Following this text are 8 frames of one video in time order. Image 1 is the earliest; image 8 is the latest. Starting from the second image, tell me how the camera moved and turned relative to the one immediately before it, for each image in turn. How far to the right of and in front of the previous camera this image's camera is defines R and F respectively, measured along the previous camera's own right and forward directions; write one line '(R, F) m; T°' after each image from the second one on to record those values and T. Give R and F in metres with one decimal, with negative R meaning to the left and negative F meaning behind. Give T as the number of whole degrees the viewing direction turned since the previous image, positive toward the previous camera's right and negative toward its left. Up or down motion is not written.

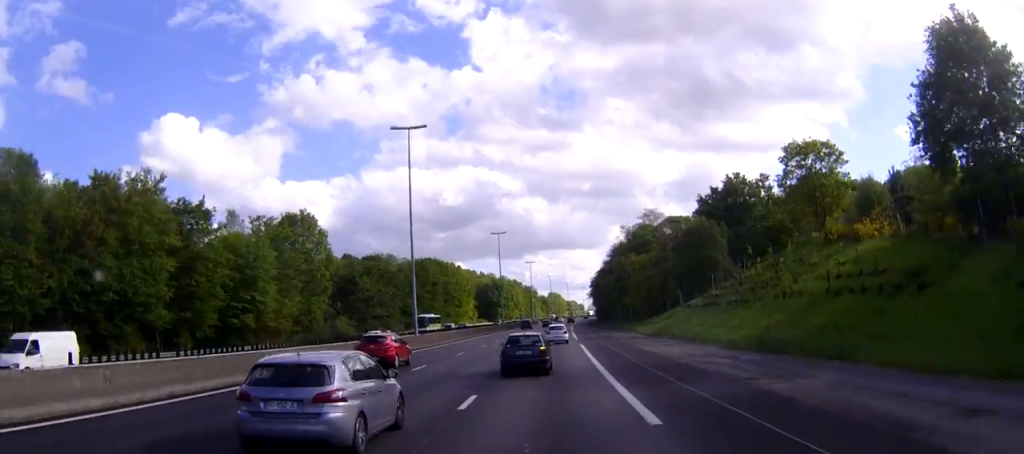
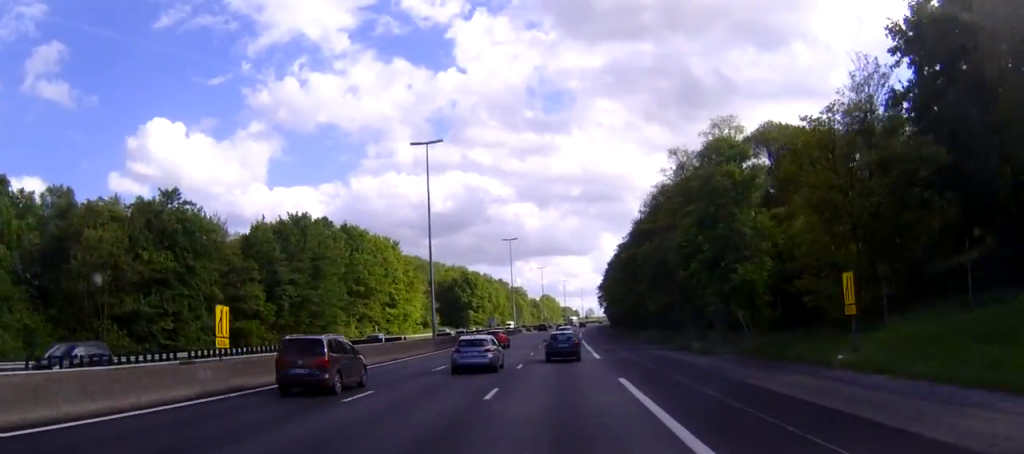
(+0.2, +74.8) m; +1°
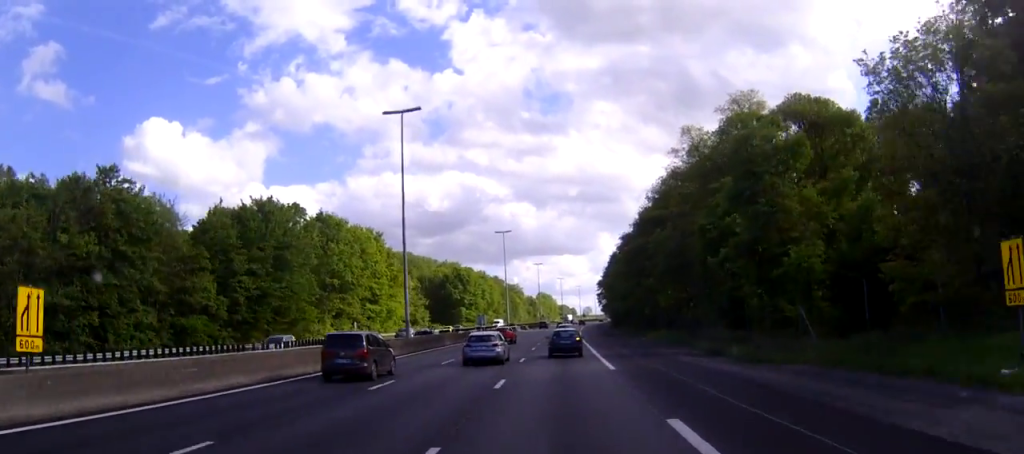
(0.0, +10.4) m; 0°
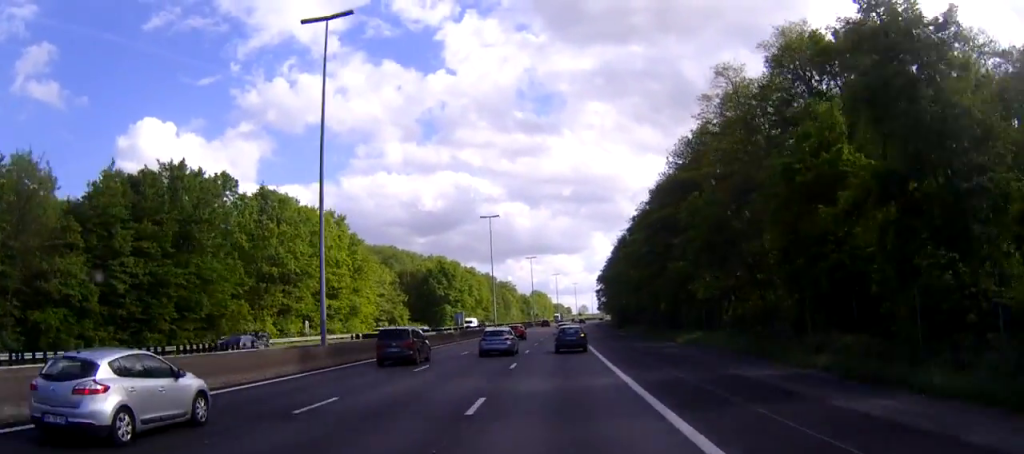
(+0.1, +19.0) m; 0°
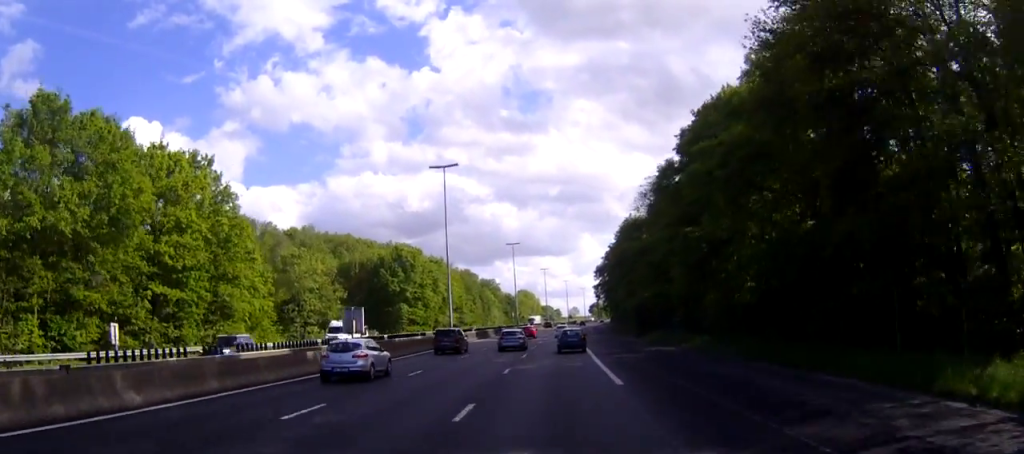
(+0.2, +38.5) m; 0°
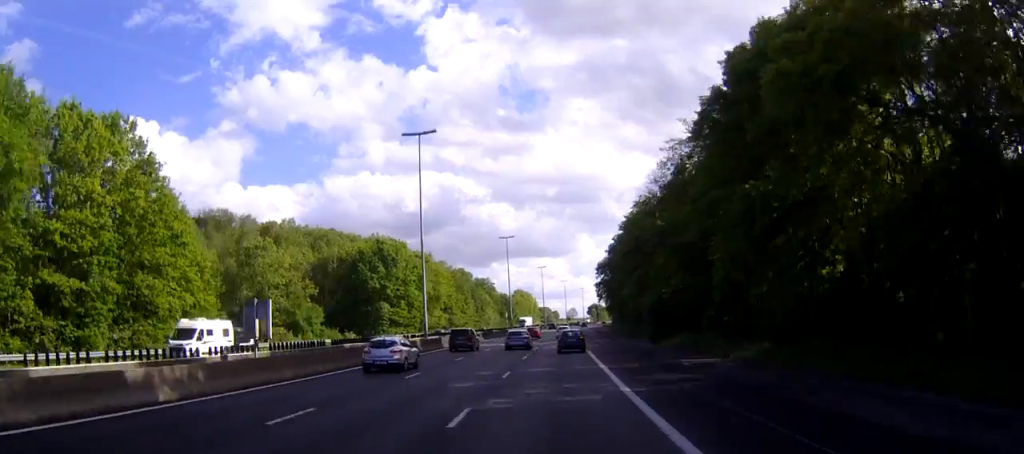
(0.0, +13.6) m; 0°
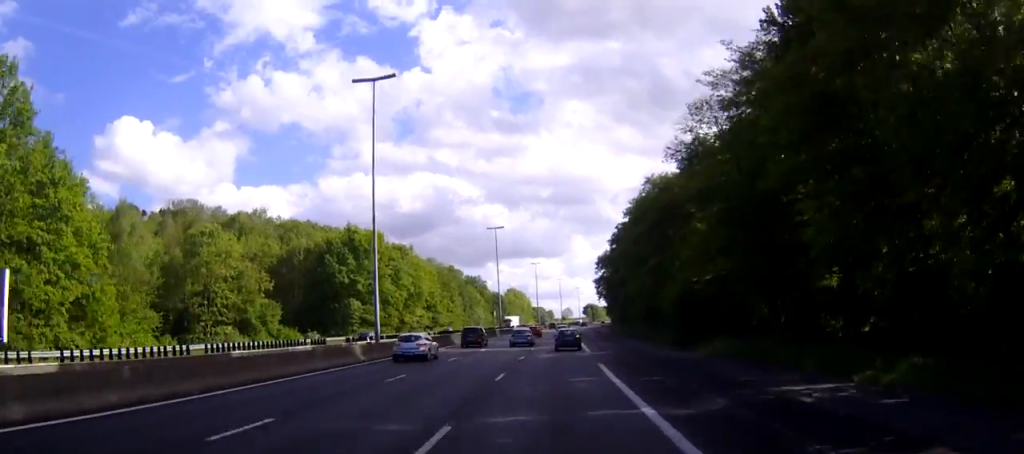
(0.0, +15.3) m; 0°
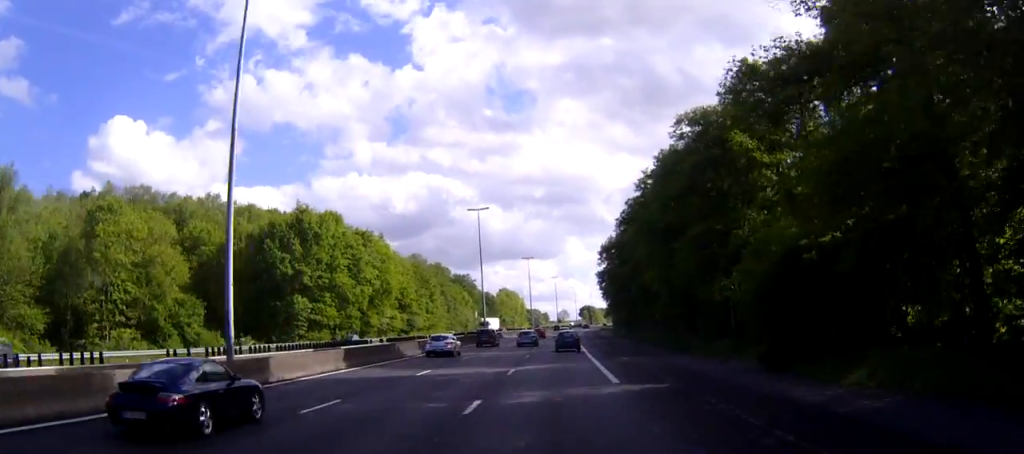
(+0.2, +21.2) m; +1°
